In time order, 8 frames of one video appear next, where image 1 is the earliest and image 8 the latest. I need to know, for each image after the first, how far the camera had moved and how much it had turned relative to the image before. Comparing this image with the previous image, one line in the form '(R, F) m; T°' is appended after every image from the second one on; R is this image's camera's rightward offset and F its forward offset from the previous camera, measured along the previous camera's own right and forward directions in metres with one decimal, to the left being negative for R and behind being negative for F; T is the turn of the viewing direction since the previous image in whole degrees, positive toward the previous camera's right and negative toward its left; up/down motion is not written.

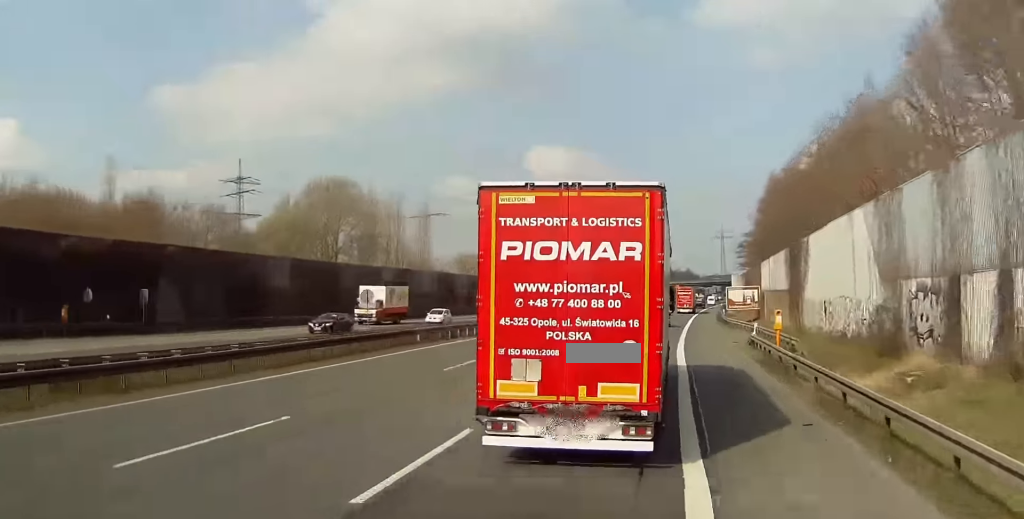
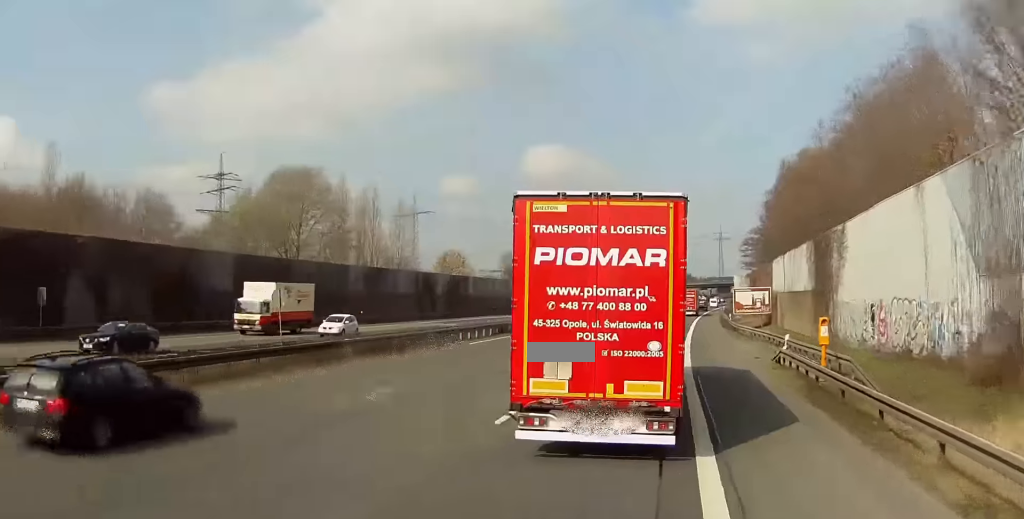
(0.0, +10.8) m; 0°
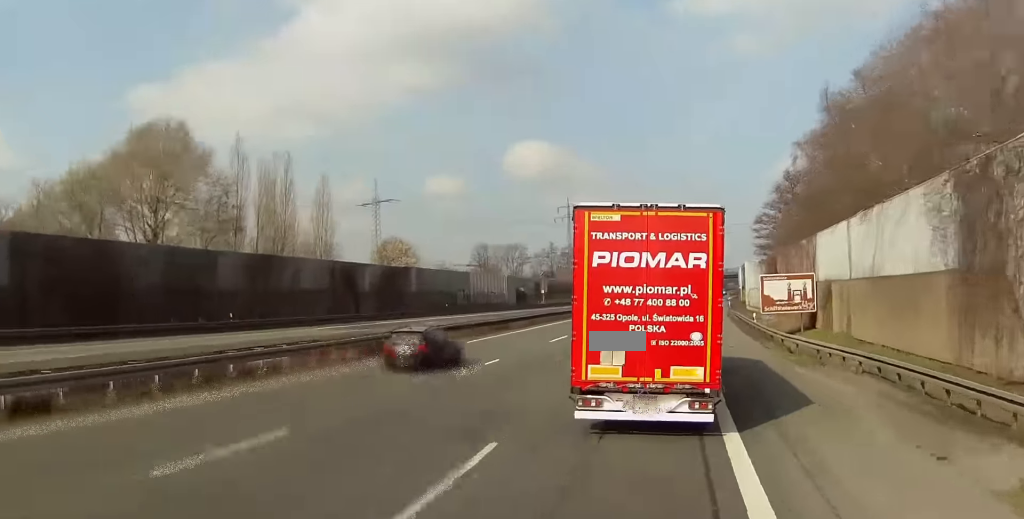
(+0.2, +27.0) m; +1°
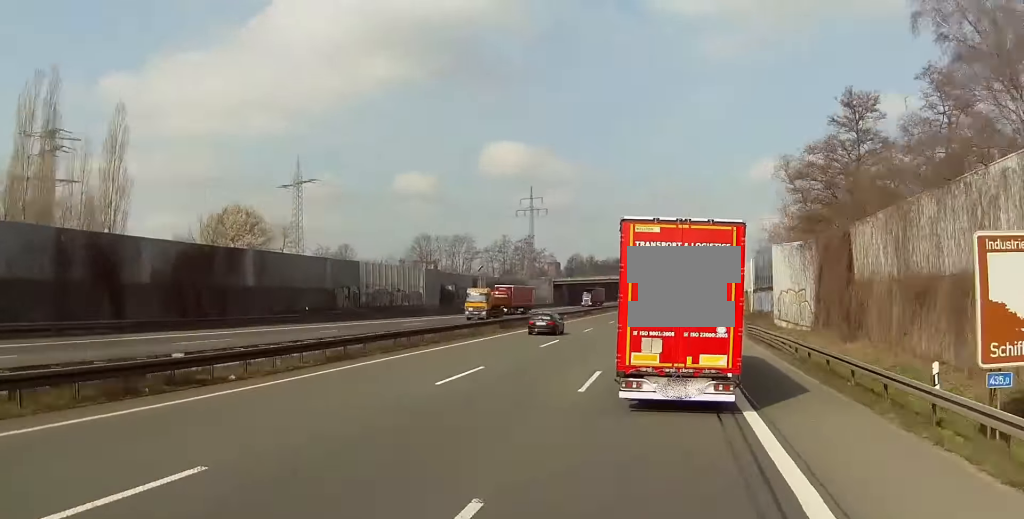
(+0.6, +40.1) m; +3°
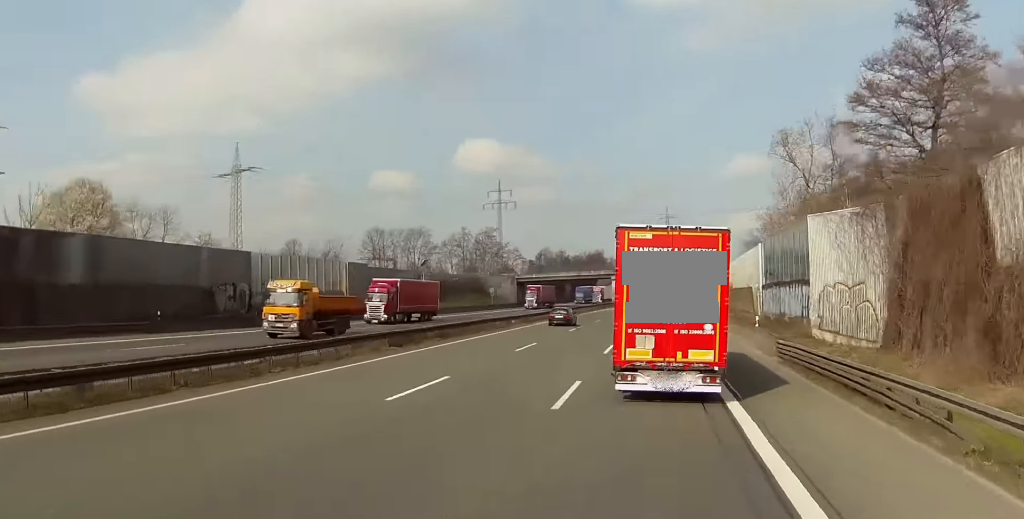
(+0.7, +21.5) m; +2°
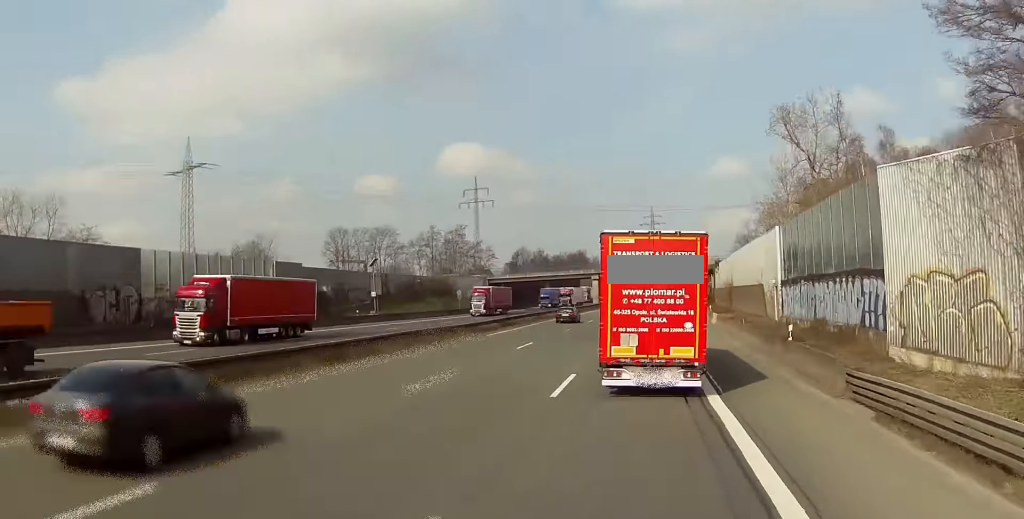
(0.0, +15.4) m; 0°
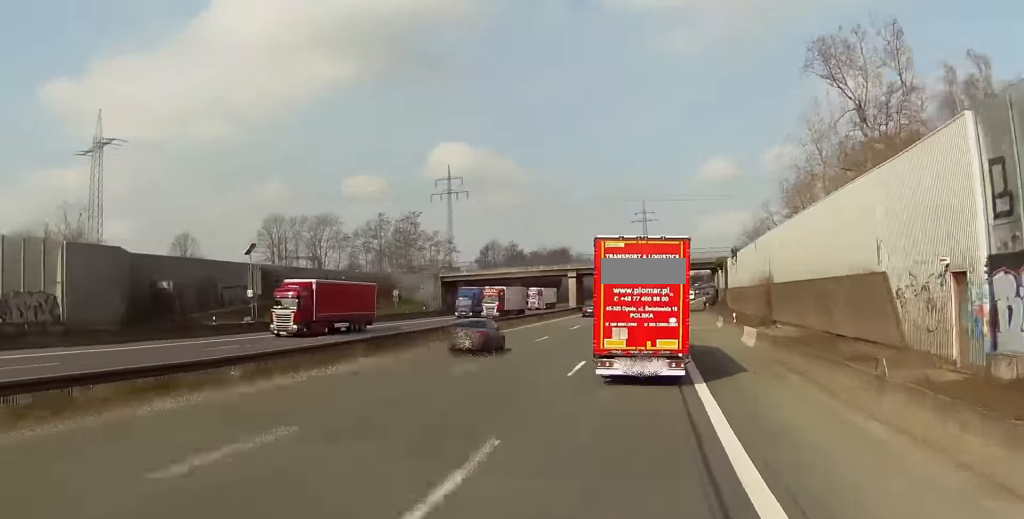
(0.0, +30.6) m; -1°
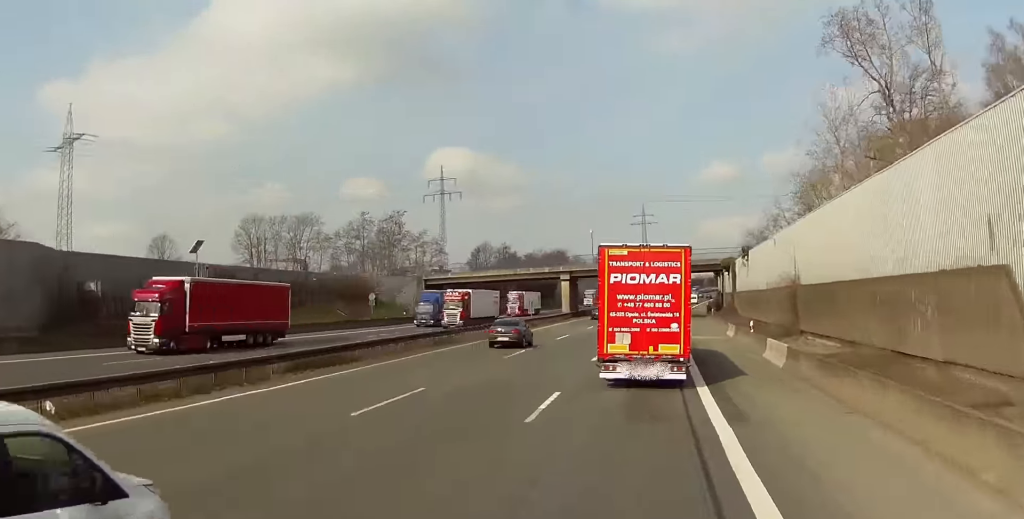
(-0.1, +9.2) m; 0°
